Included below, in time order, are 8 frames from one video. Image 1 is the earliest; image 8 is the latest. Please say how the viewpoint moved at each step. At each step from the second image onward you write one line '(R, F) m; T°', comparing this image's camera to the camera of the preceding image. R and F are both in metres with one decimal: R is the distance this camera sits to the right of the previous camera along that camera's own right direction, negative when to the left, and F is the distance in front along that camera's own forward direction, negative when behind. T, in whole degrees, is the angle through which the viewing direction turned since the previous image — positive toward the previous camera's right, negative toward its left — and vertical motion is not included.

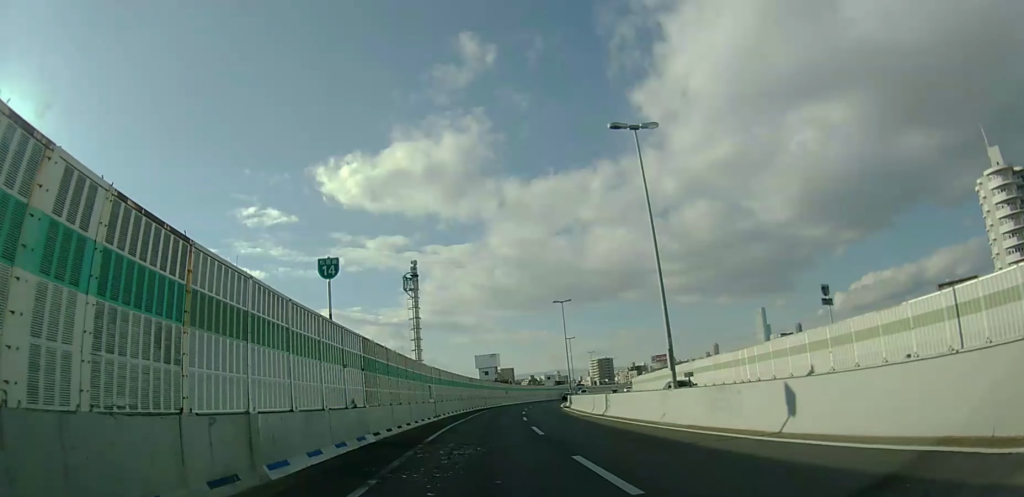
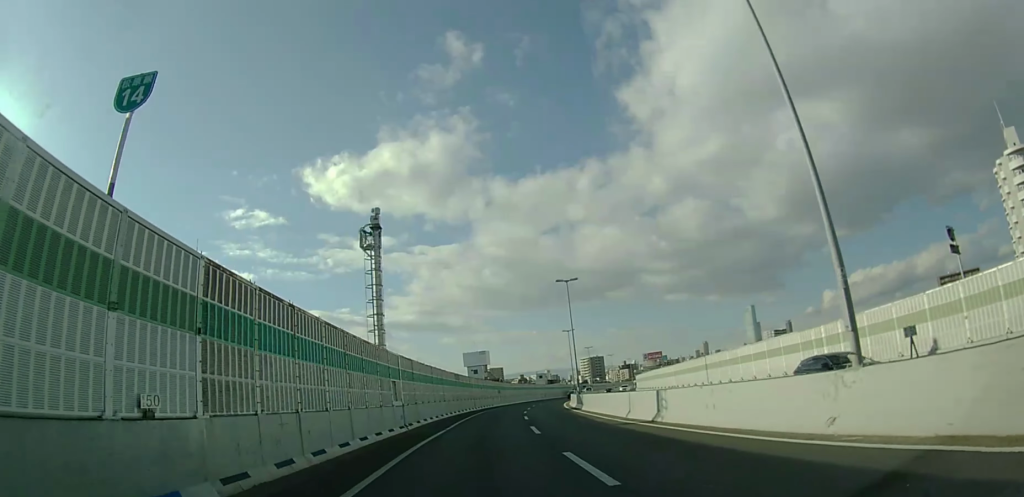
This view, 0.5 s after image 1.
(0.0, +10.0) m; +1°
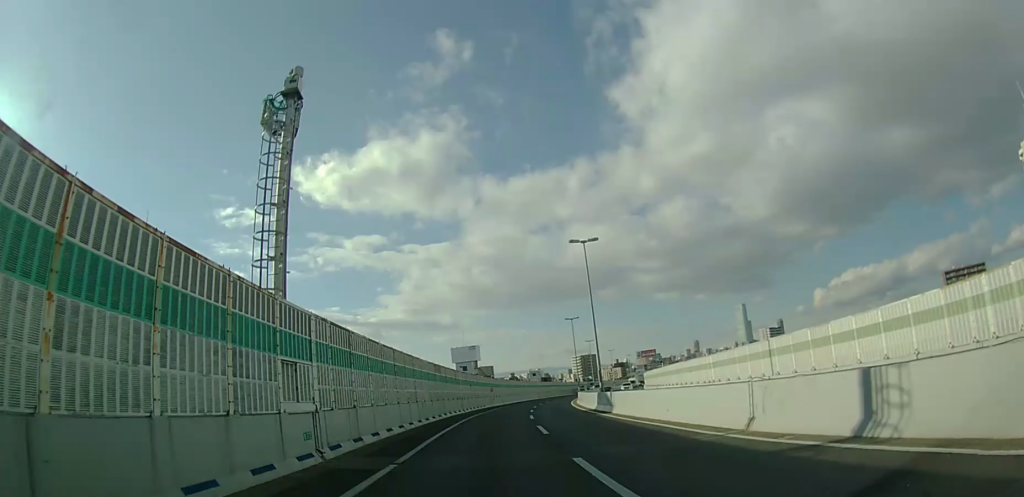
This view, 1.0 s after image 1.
(+0.1, +10.8) m; +2°
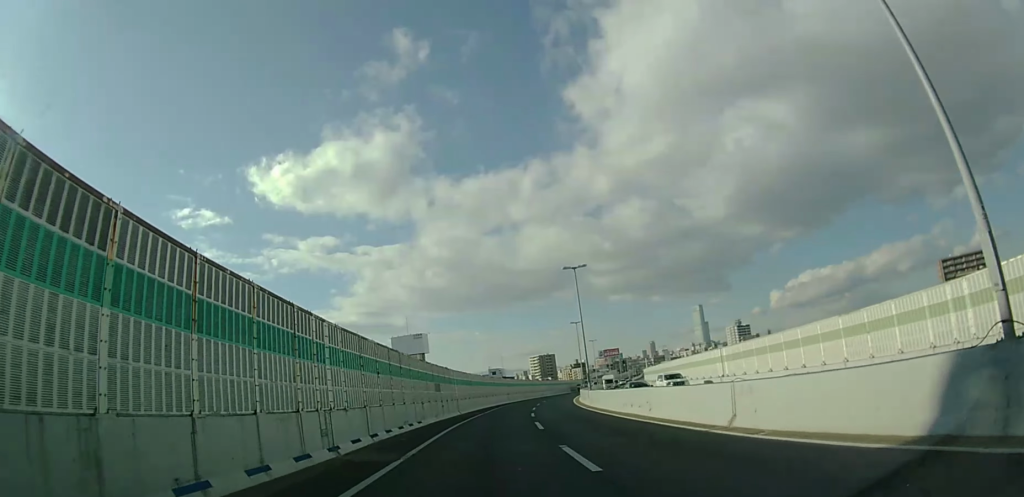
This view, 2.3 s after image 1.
(+1.0, +27.9) m; +6°
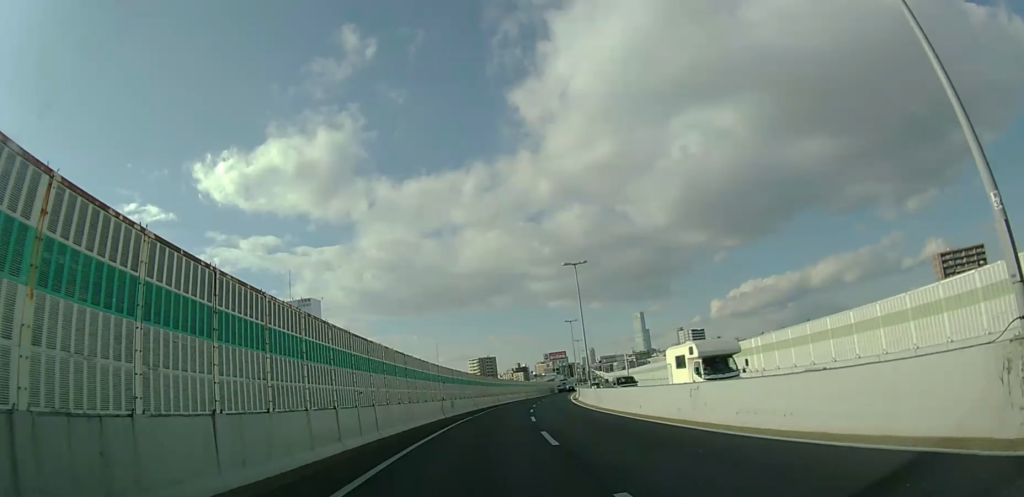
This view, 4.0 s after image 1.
(+2.6, +36.7) m; +6°
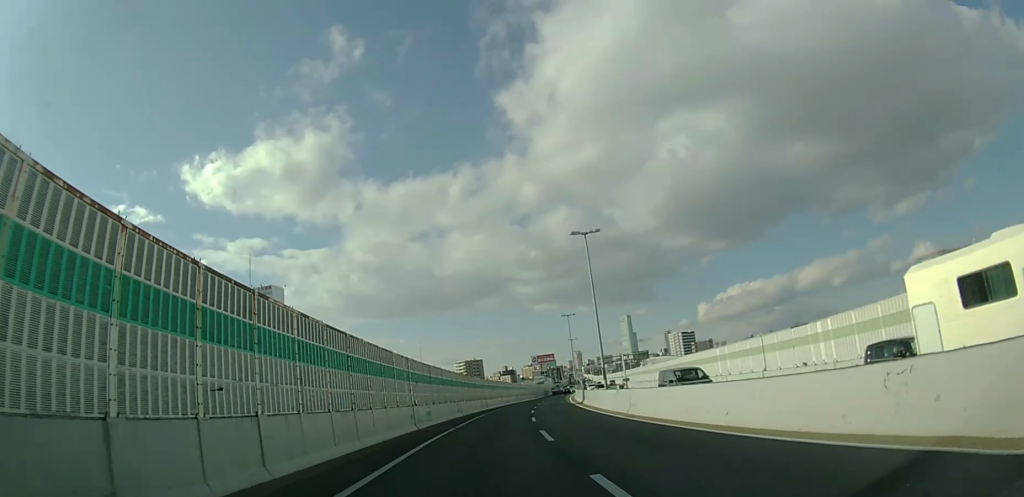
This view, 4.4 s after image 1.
(0.0, +8.4) m; +1°
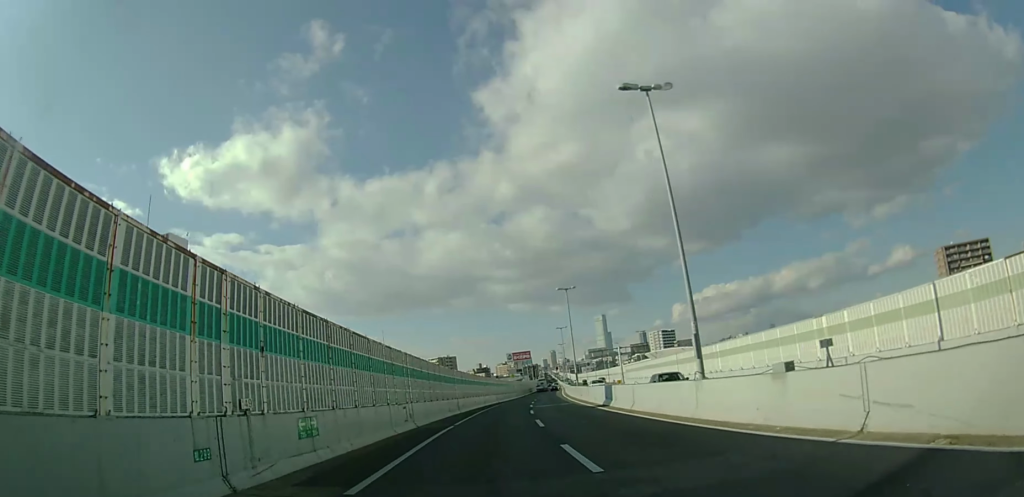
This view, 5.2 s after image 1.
(+0.3, +16.1) m; +3°
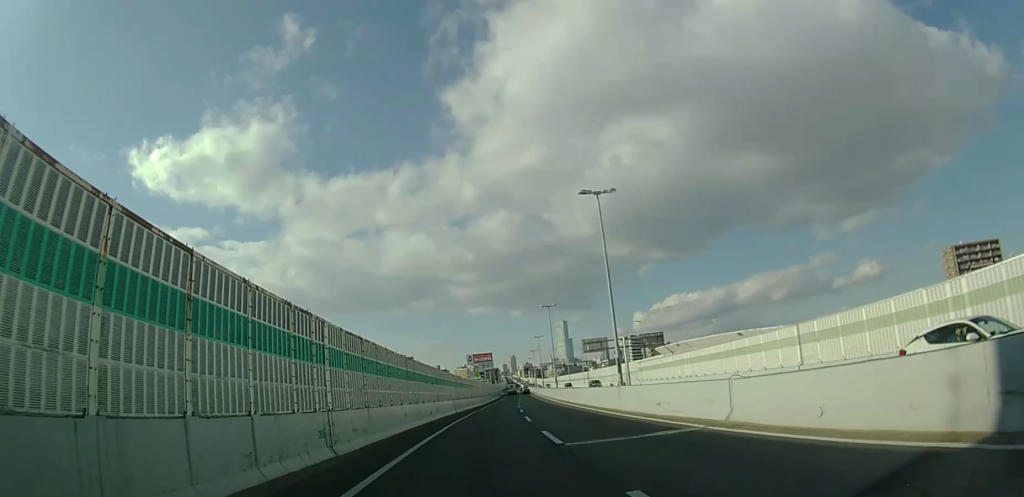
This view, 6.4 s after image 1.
(+1.1, +26.4) m; +4°
